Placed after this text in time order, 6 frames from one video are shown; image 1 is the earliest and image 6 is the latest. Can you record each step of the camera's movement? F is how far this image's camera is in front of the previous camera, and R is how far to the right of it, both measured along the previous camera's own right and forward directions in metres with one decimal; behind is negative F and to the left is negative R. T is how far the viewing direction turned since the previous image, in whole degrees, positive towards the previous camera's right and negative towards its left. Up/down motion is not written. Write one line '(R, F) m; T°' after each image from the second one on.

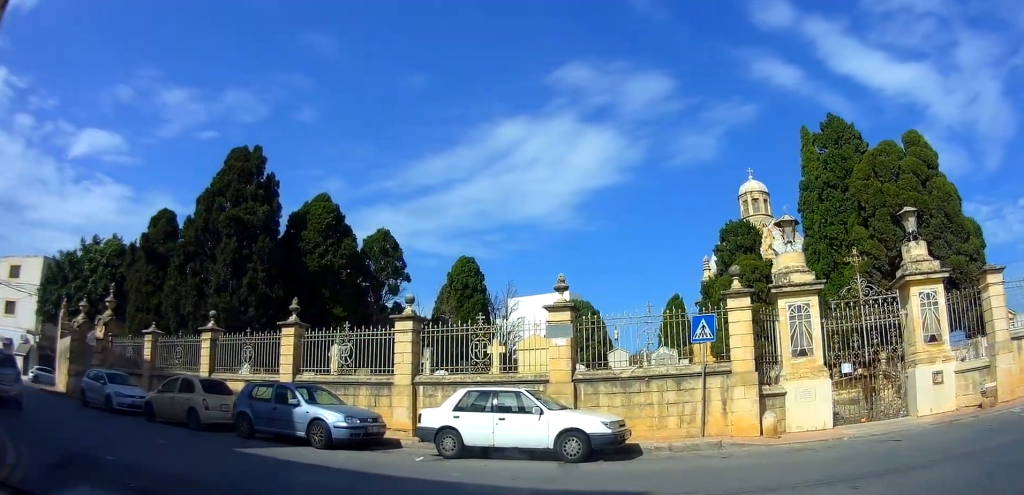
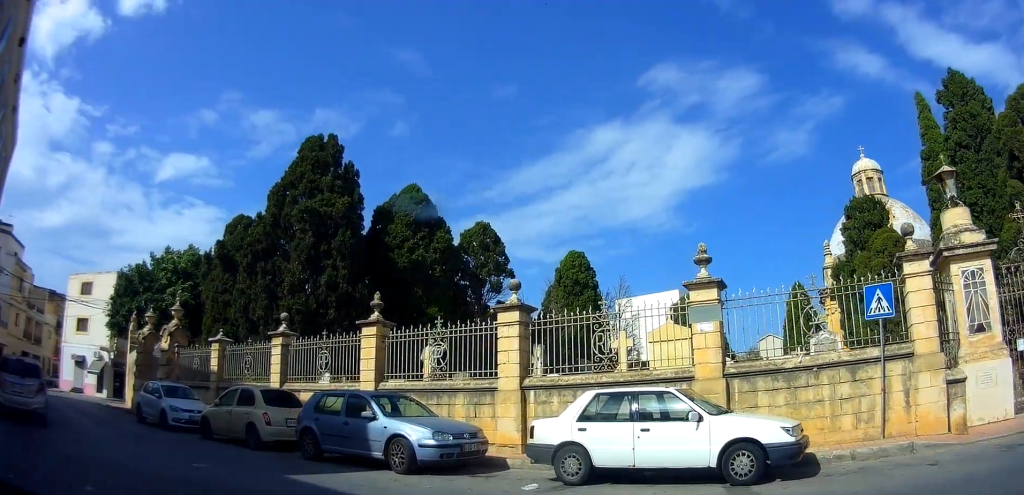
(-0.8, +2.8) m; -31°
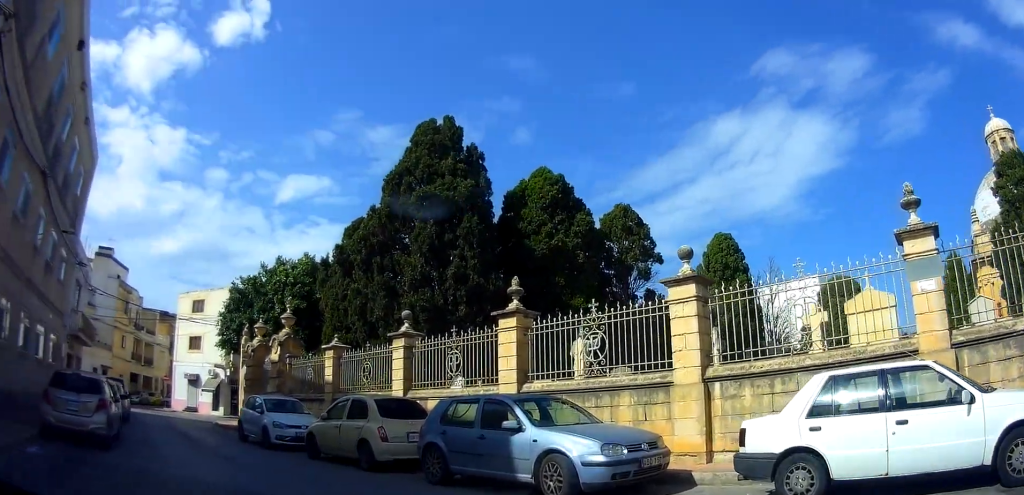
(-0.4, +2.3) m; -10°
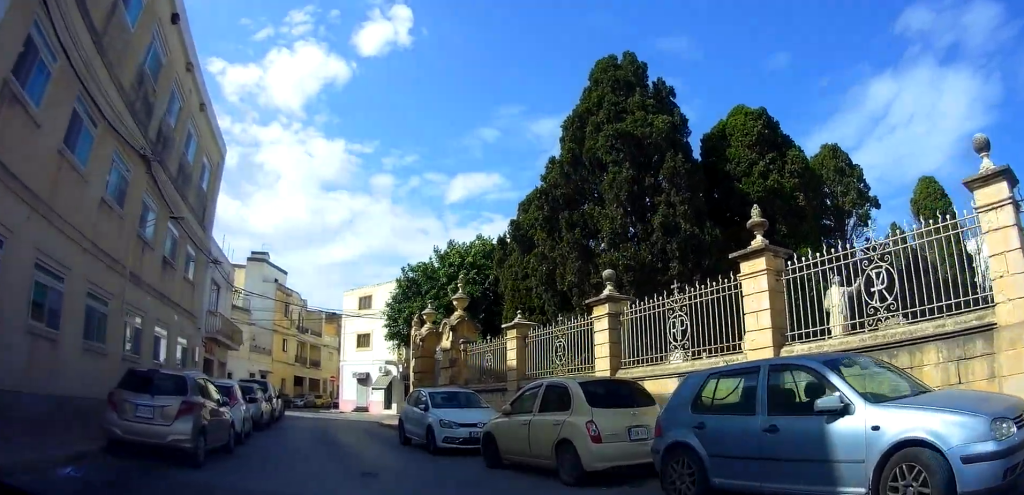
(-0.1, +3.2) m; -3°
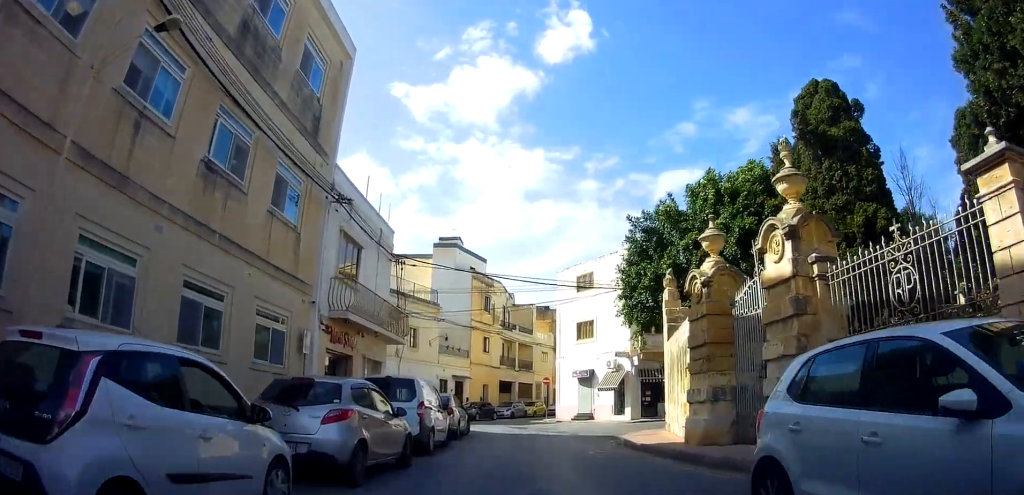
(-2.4, +9.1) m; -30°
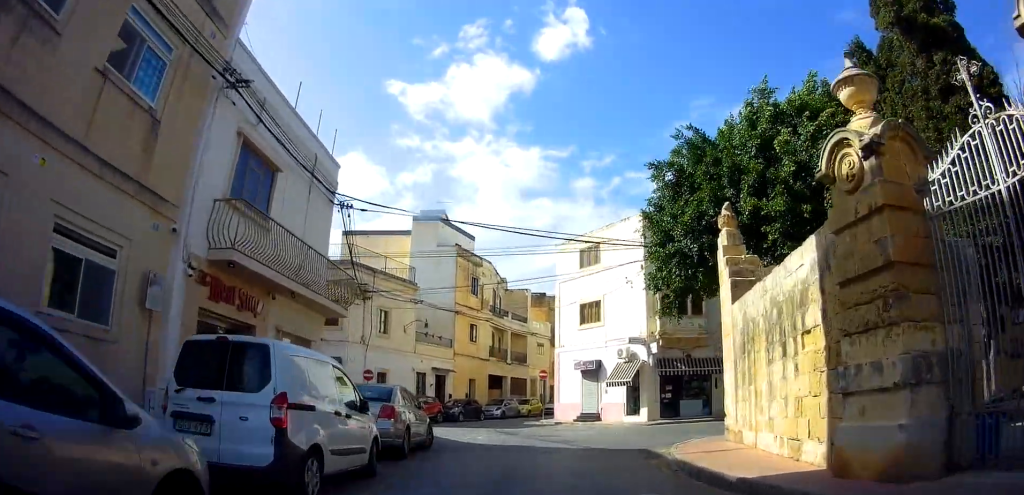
(+0.2, +6.2) m; +10°
